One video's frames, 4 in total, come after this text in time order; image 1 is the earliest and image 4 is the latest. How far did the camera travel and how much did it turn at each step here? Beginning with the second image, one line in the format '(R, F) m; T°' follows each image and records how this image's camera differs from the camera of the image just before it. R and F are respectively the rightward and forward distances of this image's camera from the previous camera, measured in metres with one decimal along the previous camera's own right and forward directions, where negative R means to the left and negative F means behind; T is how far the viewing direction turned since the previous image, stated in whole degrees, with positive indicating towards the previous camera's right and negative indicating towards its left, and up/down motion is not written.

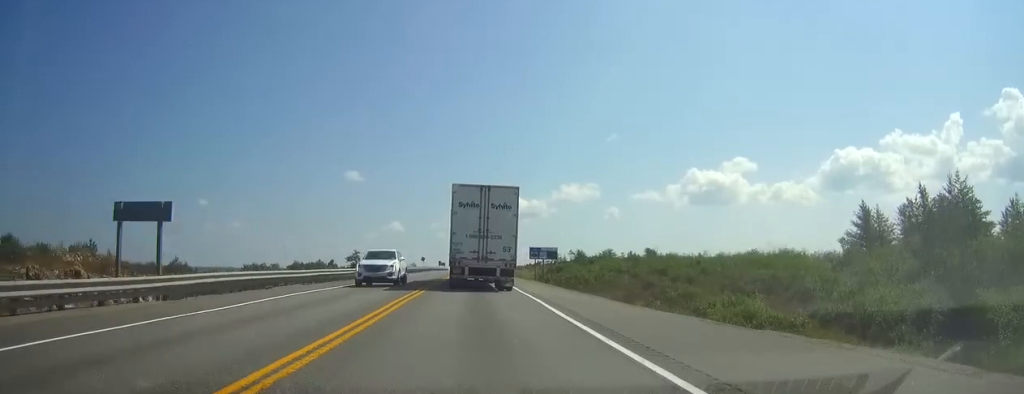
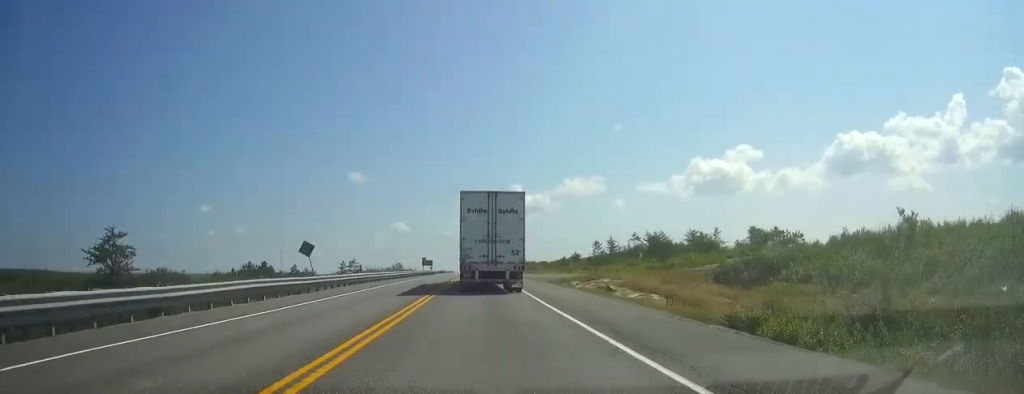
(-0.9, +99.3) m; -1°
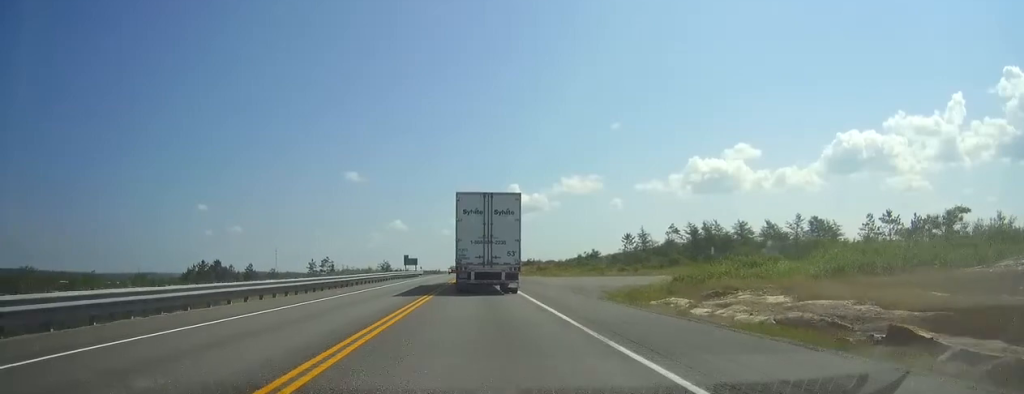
(0.0, +34.1) m; 0°
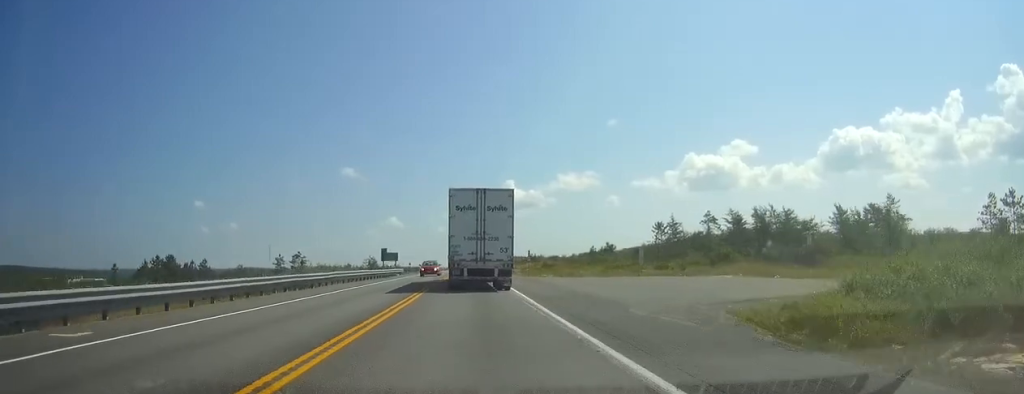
(0.0, +23.7) m; 0°
